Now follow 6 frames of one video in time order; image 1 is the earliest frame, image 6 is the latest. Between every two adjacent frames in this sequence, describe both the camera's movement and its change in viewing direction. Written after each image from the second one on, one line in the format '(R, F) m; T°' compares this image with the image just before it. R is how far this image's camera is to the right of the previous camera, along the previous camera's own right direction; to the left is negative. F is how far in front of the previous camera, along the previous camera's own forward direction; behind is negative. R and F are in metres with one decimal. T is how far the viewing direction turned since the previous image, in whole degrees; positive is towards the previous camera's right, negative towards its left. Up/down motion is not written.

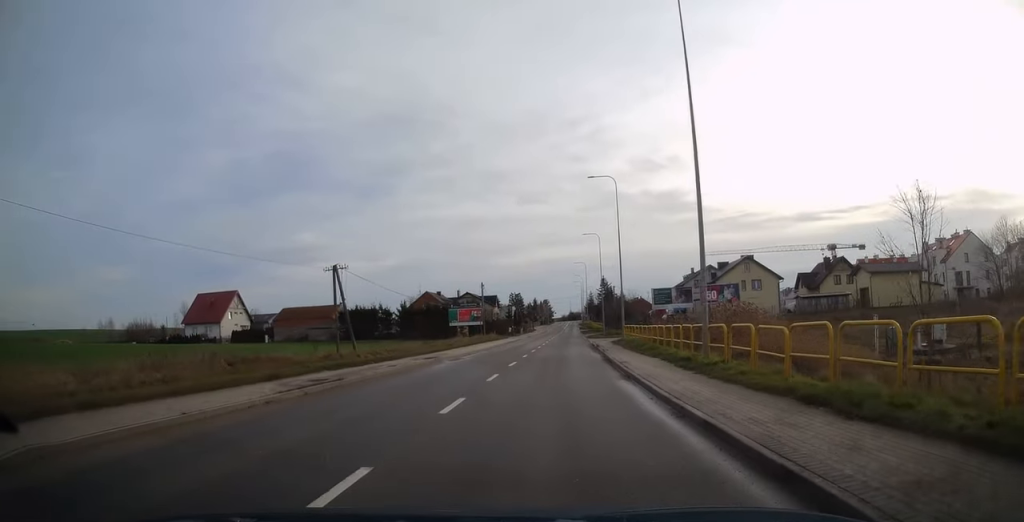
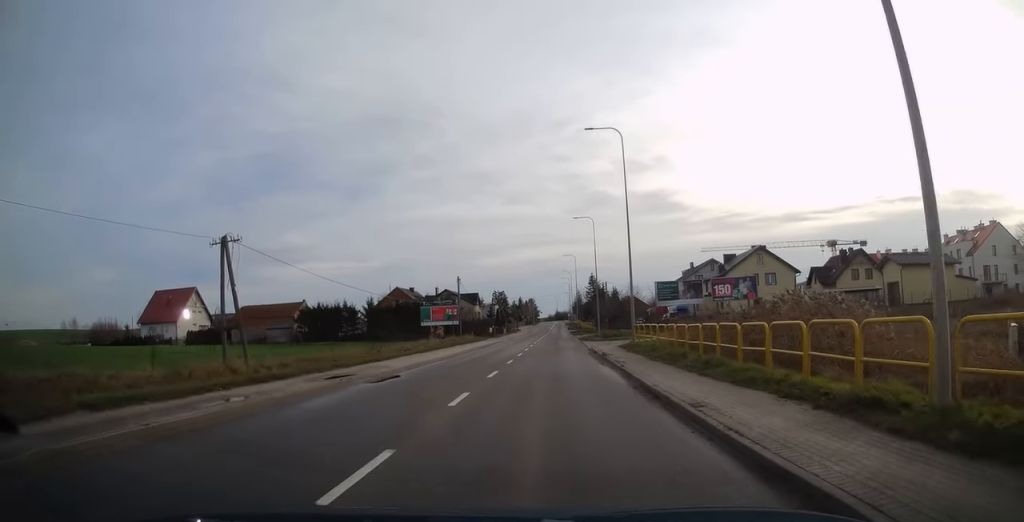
(+0.1, +11.1) m; +1°
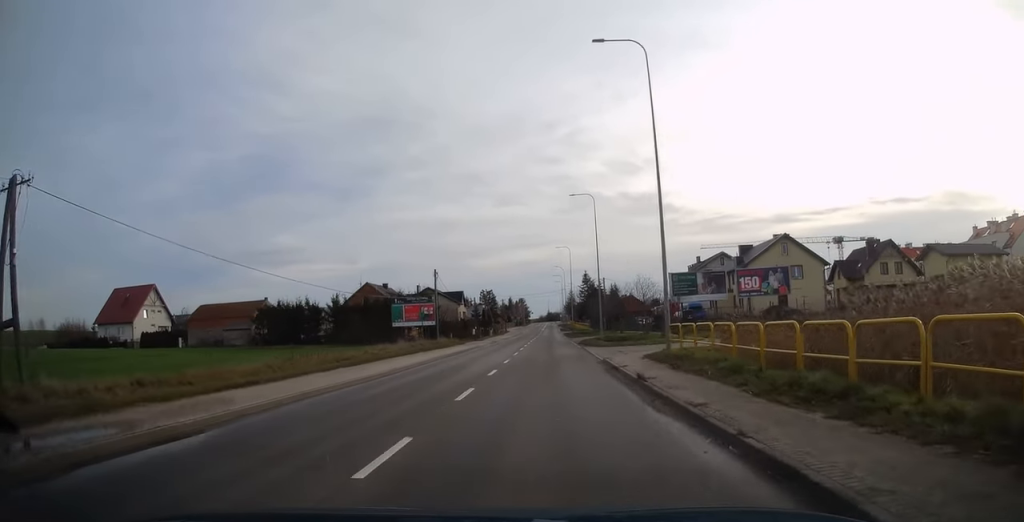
(0.0, +11.1) m; +1°
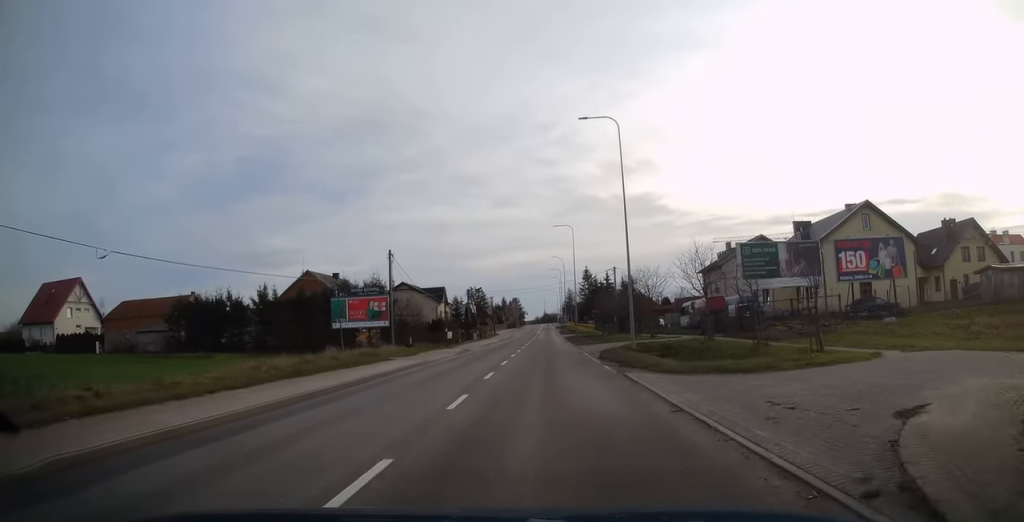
(+0.5, +19.2) m; +2°
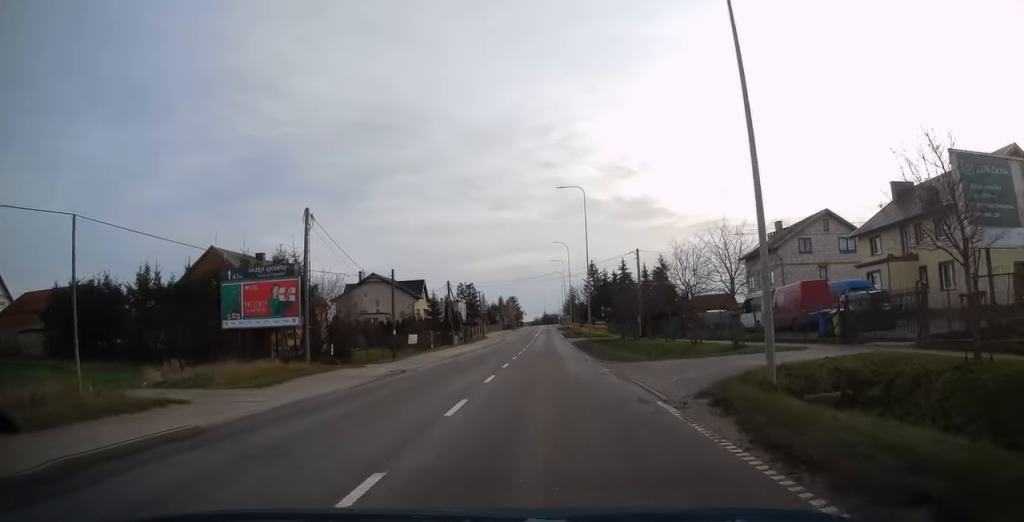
(0.0, +18.6) m; +1°
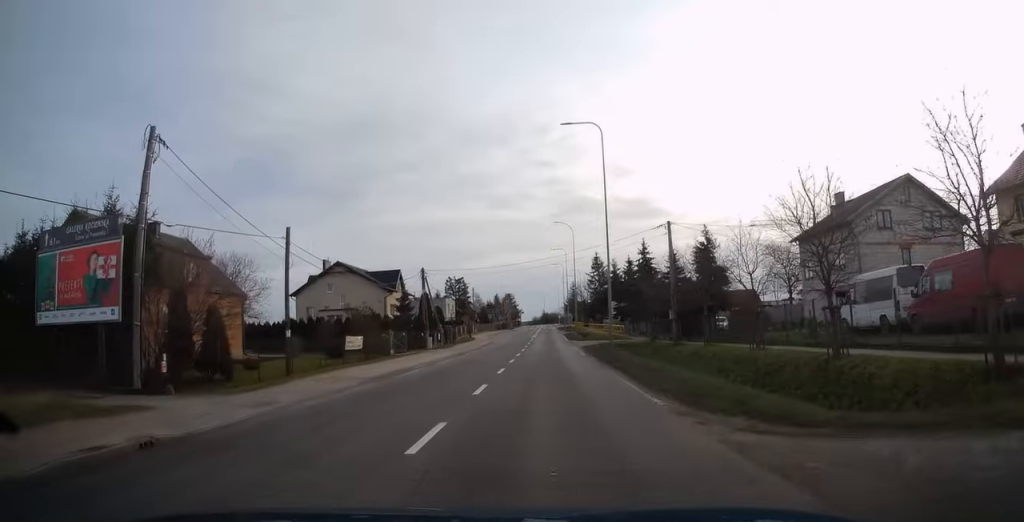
(+0.1, +14.9) m; +1°
